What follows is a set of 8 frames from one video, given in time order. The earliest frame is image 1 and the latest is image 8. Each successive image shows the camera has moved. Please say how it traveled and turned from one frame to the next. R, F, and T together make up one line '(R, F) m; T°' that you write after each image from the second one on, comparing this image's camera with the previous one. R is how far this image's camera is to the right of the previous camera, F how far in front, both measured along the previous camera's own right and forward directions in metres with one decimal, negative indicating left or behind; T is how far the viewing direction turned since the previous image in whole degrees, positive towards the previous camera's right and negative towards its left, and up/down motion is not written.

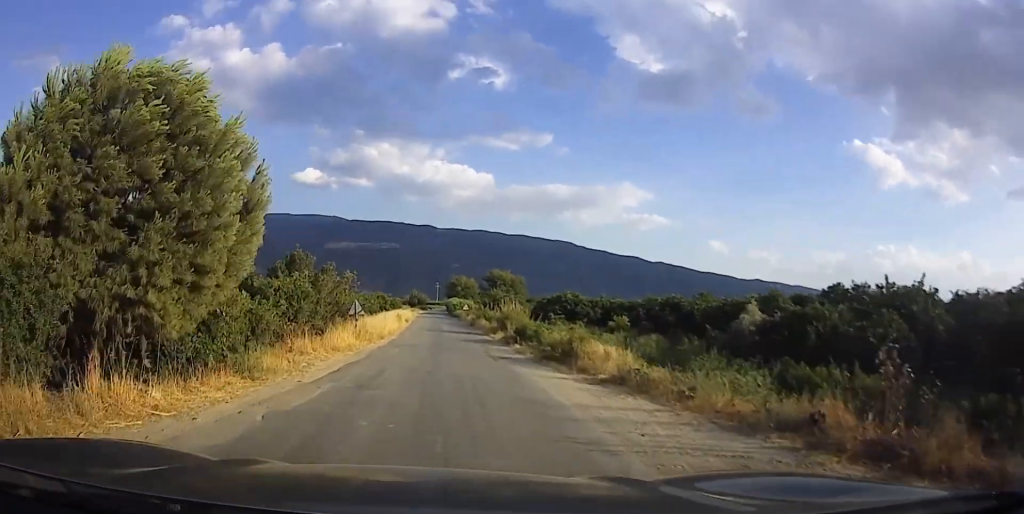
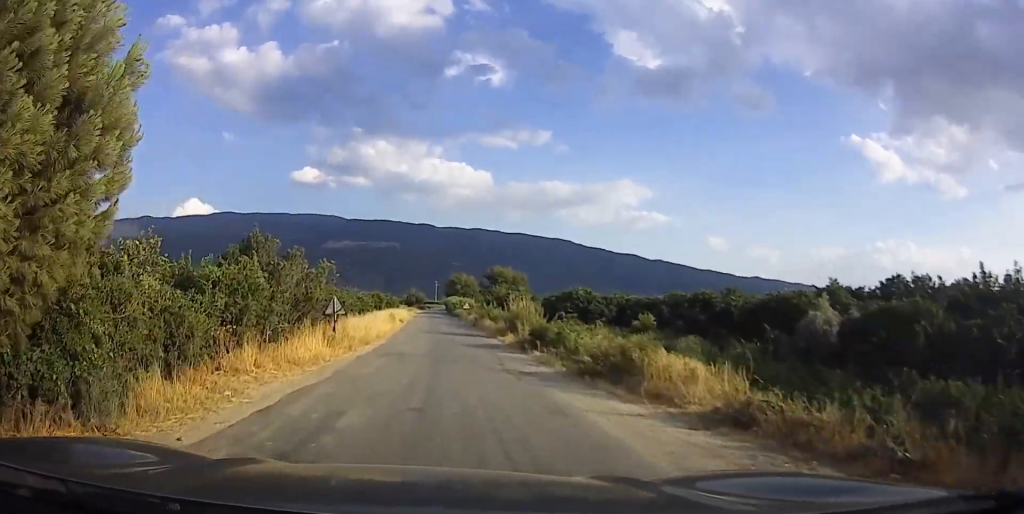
(-0.5, +5.9) m; -1°
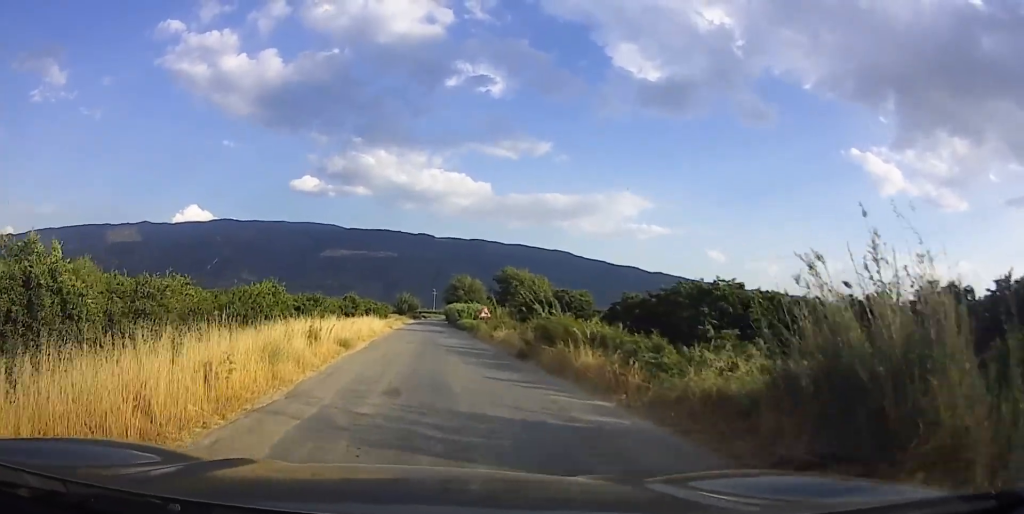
(+0.4, +27.6) m; +2°
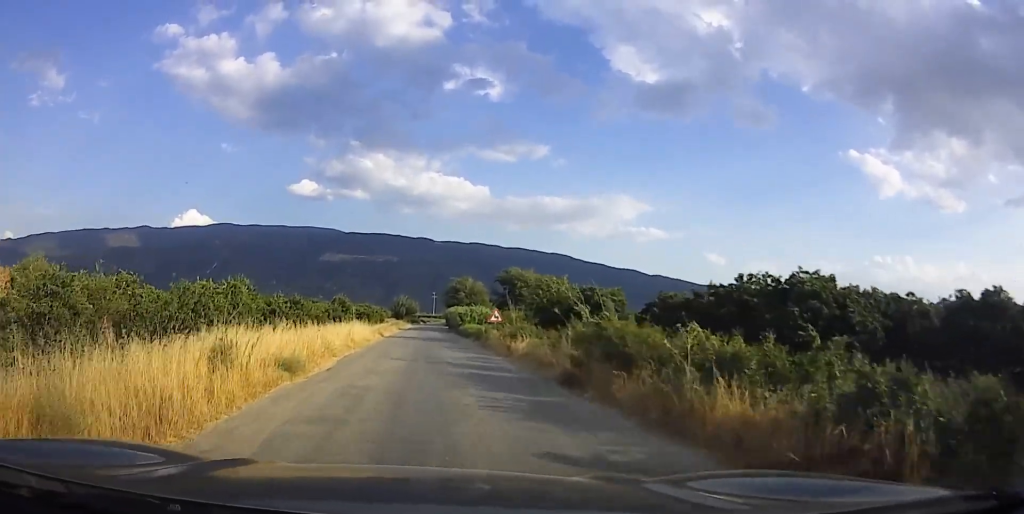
(+0.6, +7.1) m; 0°
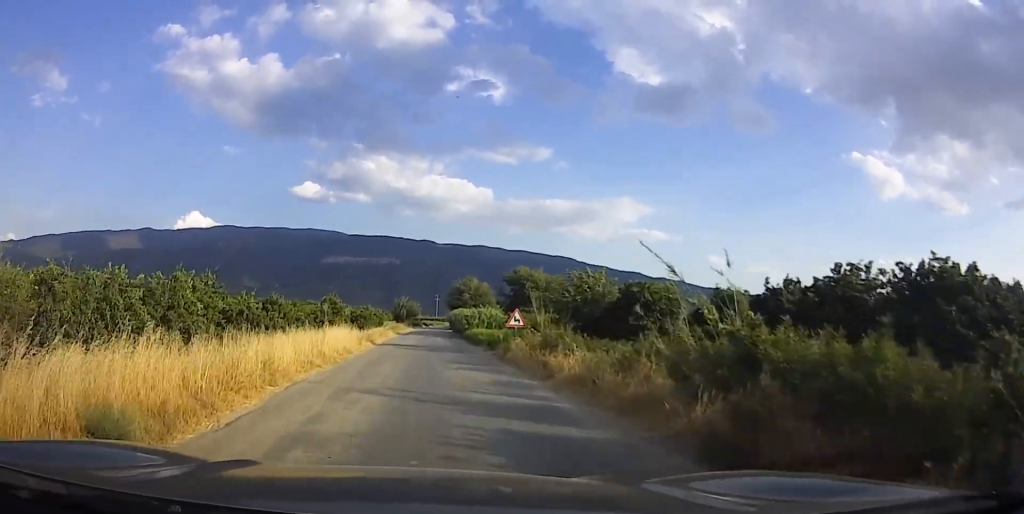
(-0.1, +7.0) m; -1°
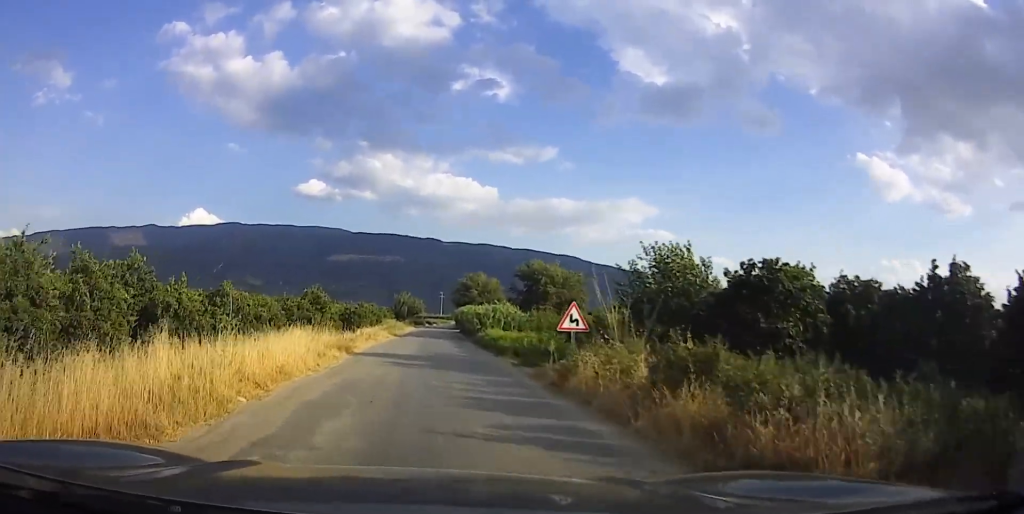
(-0.4, +9.4) m; -3°
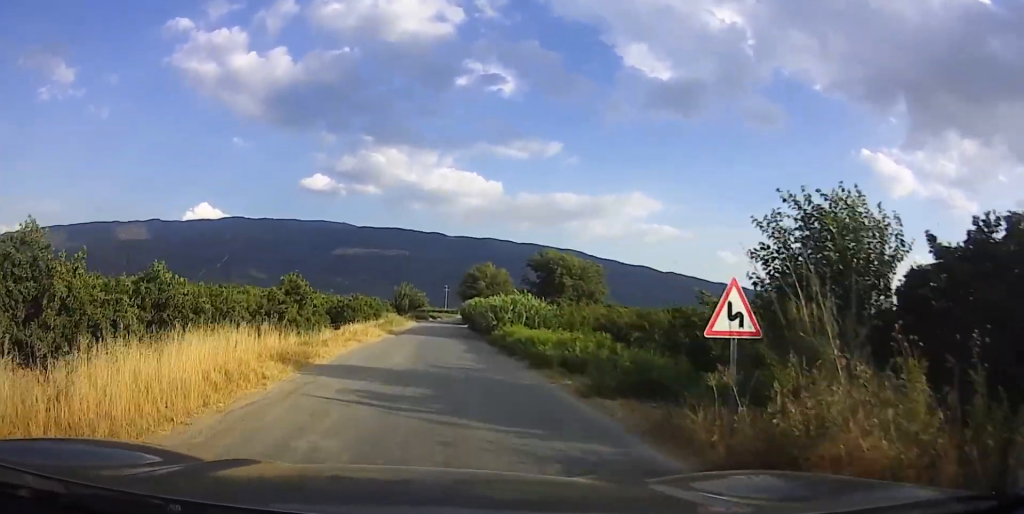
(0.0, +8.2) m; 0°
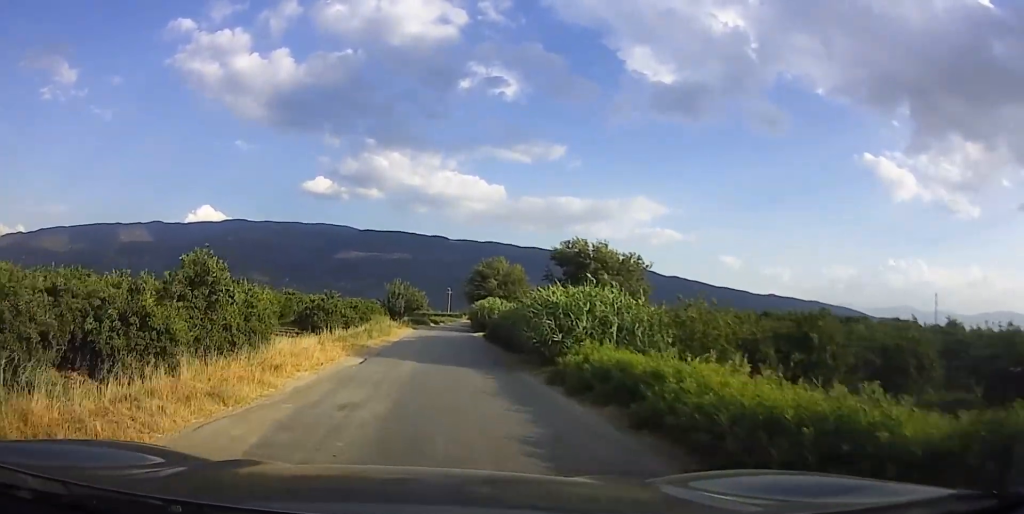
(0.0, +15.9) m; +1°
